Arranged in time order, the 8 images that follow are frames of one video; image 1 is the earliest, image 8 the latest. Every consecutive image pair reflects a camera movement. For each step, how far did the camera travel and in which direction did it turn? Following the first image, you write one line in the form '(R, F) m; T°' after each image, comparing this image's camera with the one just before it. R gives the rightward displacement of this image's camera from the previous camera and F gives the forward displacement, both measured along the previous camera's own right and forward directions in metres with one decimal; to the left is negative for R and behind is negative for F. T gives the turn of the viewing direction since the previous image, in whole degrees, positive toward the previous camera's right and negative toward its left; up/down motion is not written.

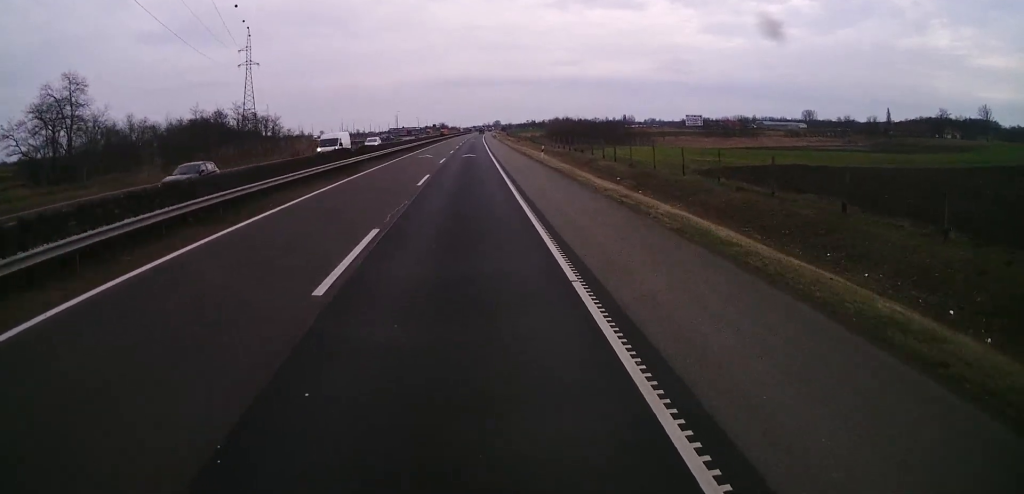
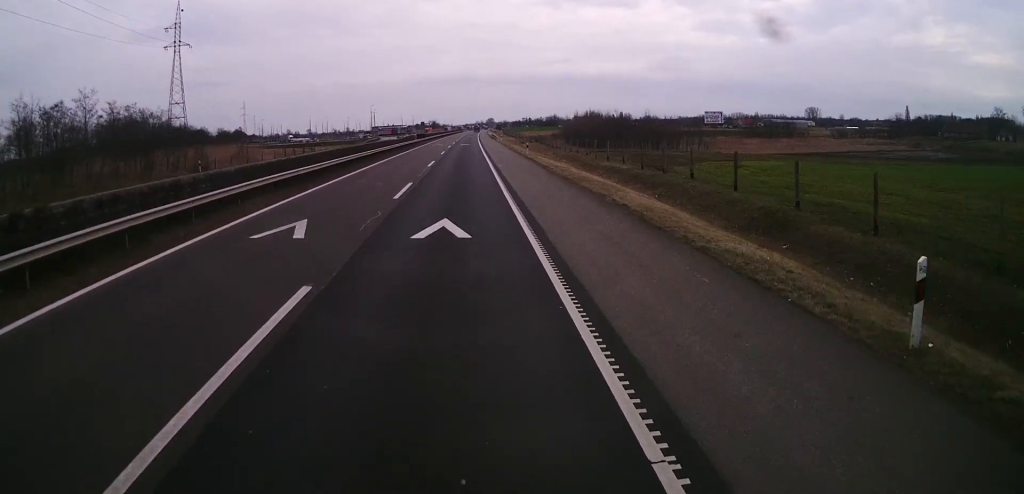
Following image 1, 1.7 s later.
(0.0, +45.6) m; 0°
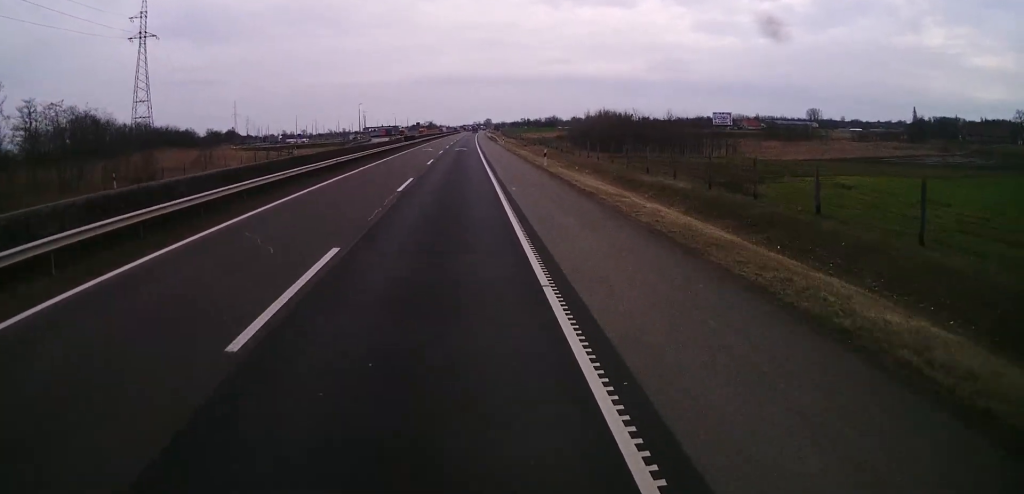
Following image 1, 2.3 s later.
(0.0, +15.6) m; 0°
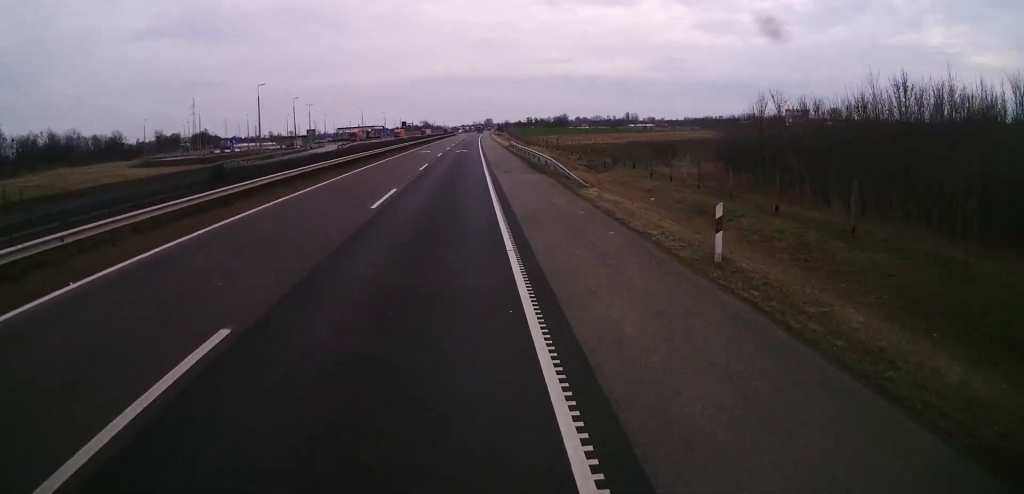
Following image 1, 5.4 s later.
(+0.9, +79.0) m; +1°
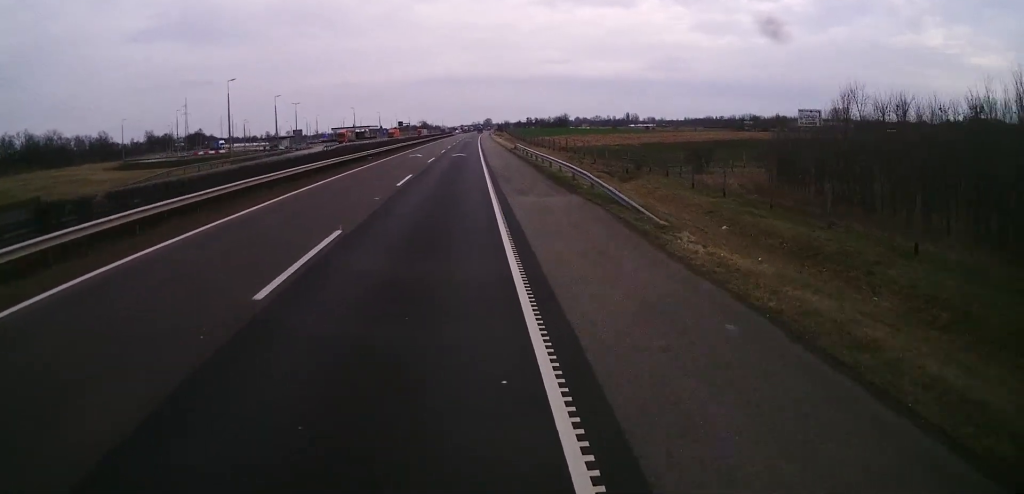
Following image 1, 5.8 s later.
(0.0, +10.8) m; 0°
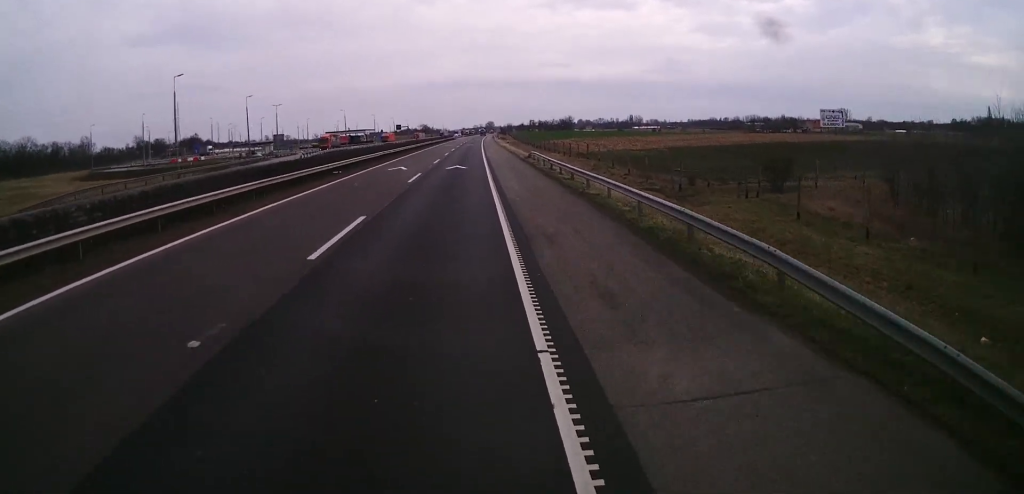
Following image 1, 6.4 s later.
(0.0, +14.9) m; 0°
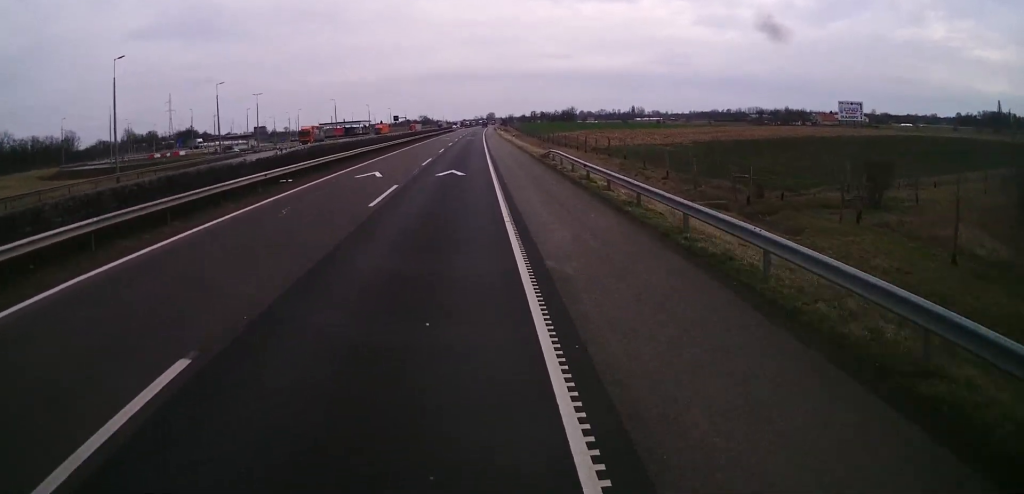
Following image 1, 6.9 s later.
(0.0, +11.5) m; 0°
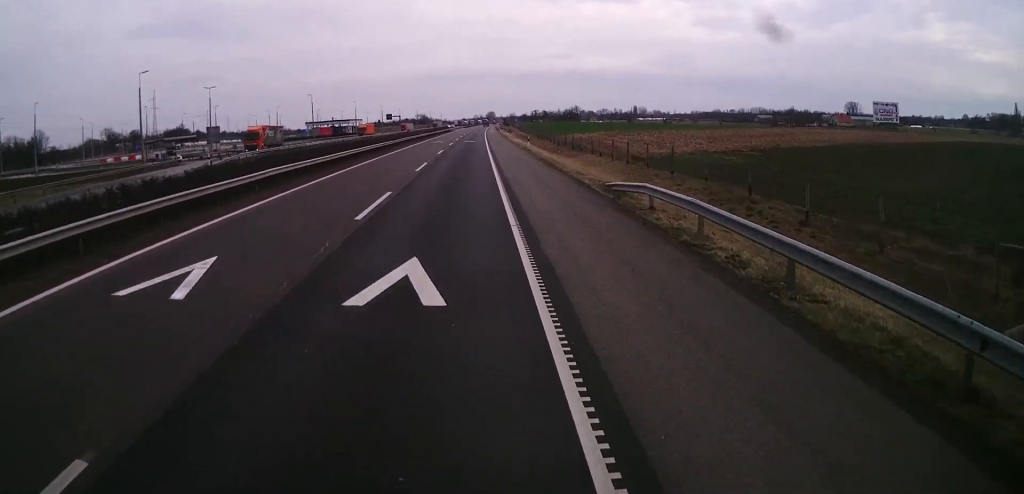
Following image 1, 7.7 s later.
(0.0, +20.4) m; 0°
